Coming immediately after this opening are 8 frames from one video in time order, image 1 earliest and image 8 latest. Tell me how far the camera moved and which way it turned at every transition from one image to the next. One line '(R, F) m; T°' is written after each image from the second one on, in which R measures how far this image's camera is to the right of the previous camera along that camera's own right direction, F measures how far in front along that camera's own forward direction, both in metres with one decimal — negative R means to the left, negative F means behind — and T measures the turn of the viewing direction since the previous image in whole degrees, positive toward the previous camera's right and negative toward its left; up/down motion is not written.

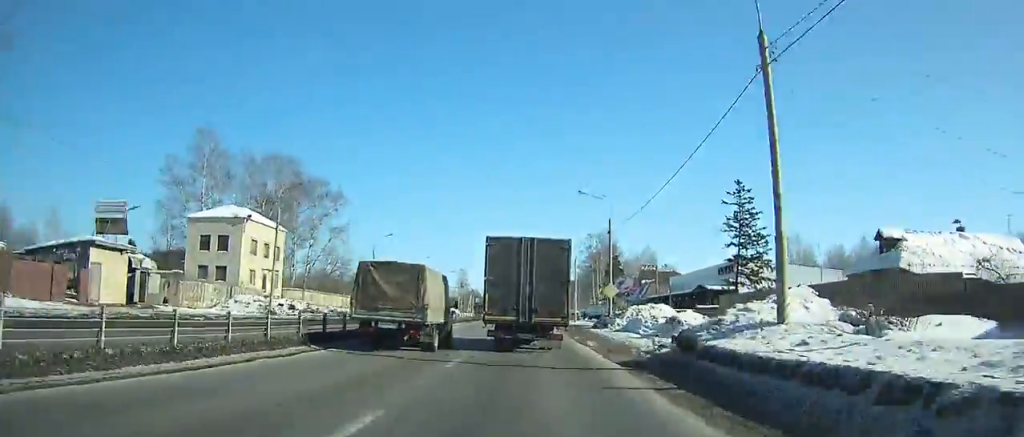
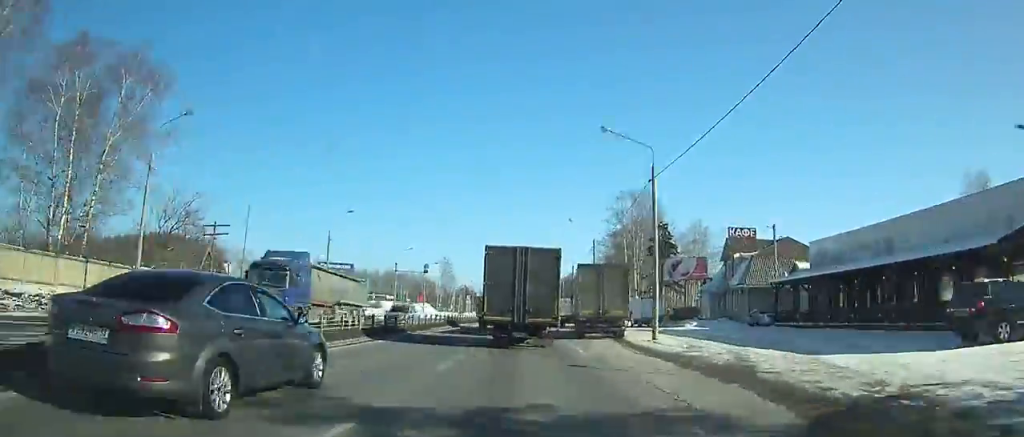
(-0.5, +47.9) m; -1°
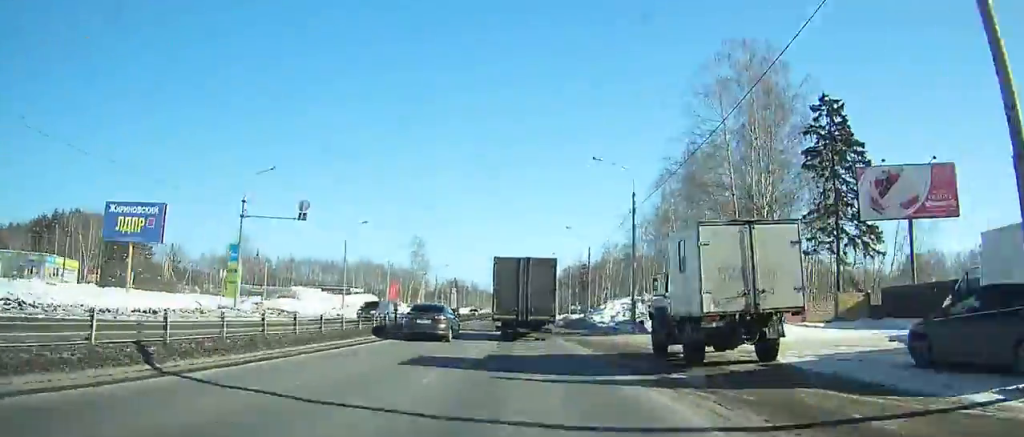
(+0.1, +49.3) m; -1°
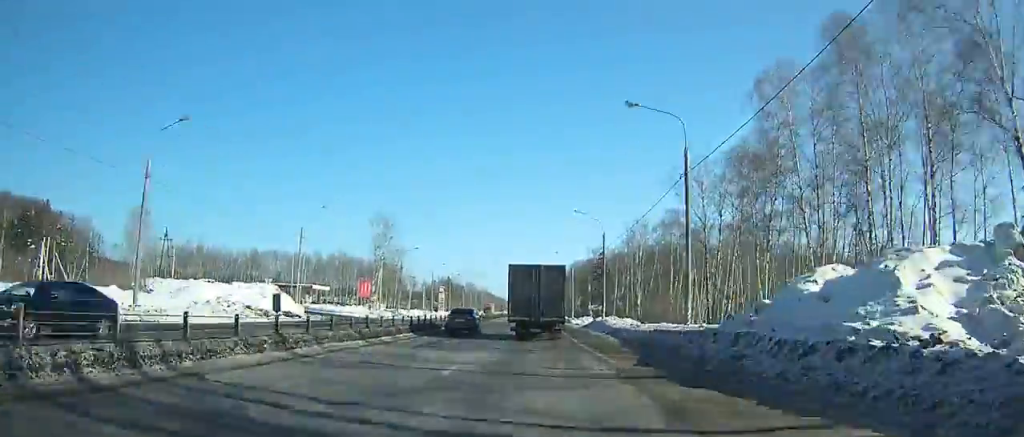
(-0.8, +37.2) m; +1°
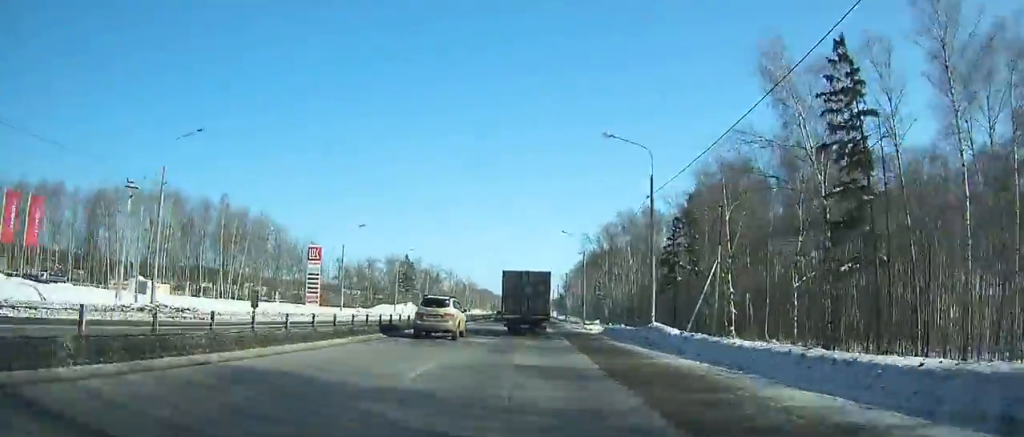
(+2.5, +123.2) m; 0°
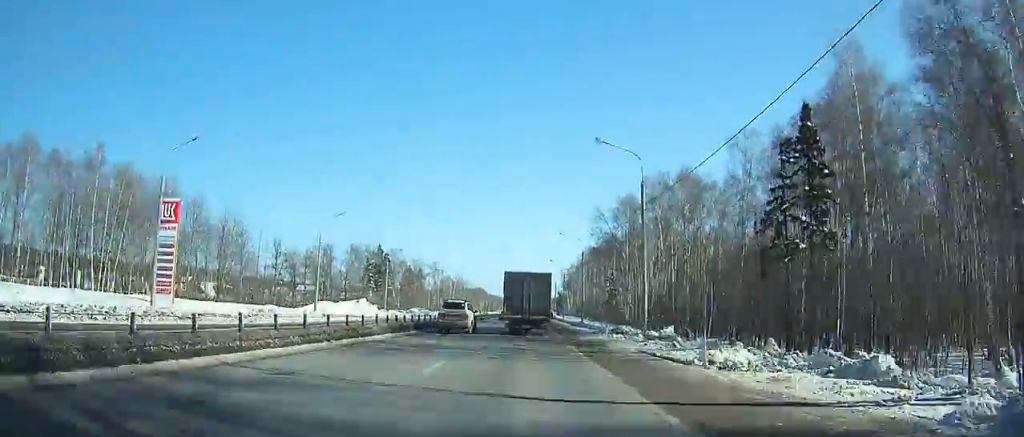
(-0.2, +34.6) m; 0°
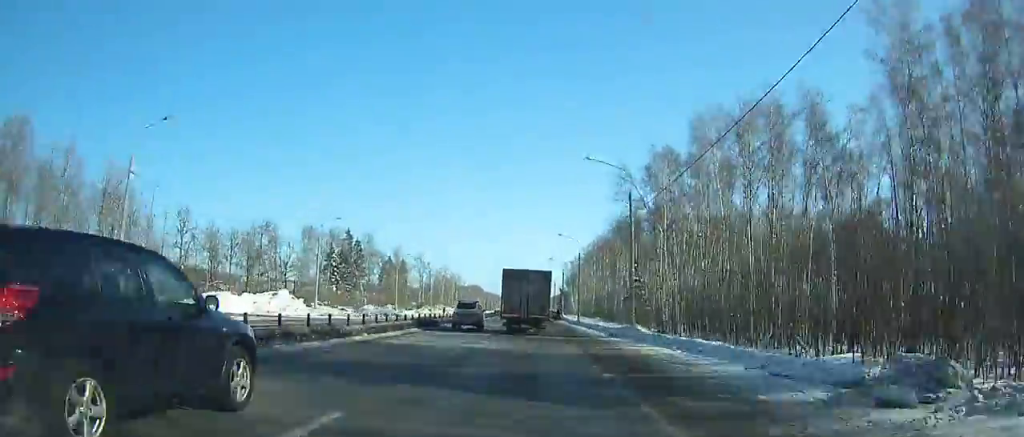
(+0.1, +31.1) m; 0°
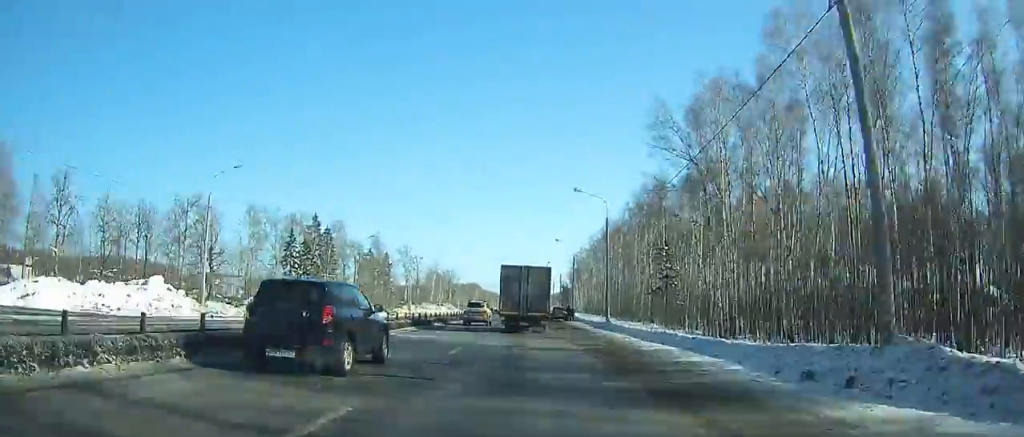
(0.0, +24.1) m; 0°
